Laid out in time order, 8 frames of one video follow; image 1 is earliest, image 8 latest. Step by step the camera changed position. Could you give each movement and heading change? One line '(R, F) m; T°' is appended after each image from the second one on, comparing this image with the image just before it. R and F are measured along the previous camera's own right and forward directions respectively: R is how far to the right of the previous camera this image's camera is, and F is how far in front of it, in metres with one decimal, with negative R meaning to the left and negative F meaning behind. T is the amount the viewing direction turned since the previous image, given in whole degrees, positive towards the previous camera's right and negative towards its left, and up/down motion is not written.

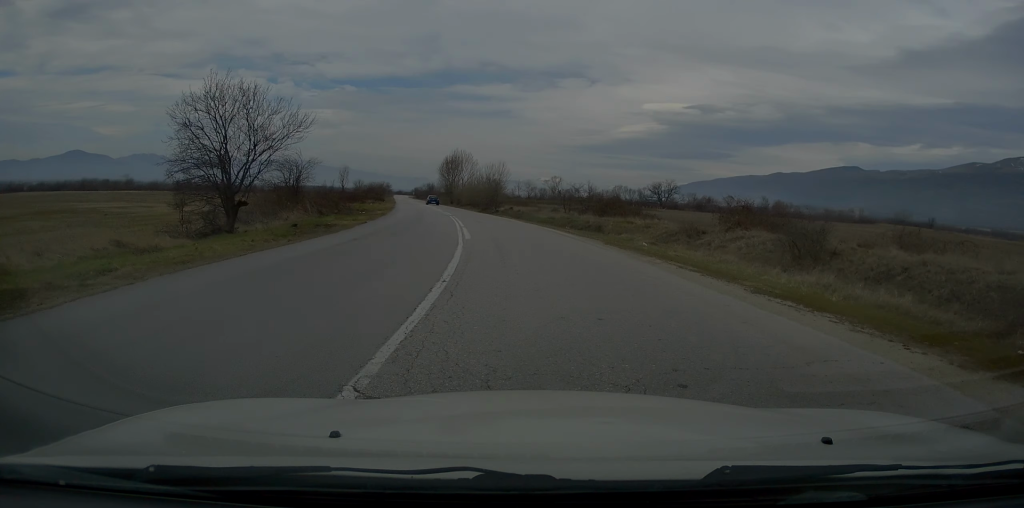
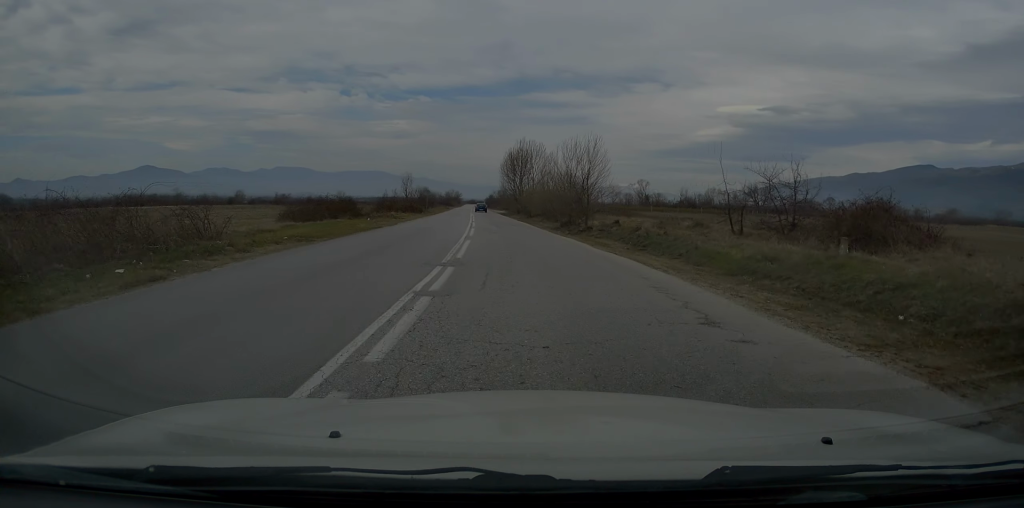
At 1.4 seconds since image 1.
(-1.7, +29.5) m; -6°
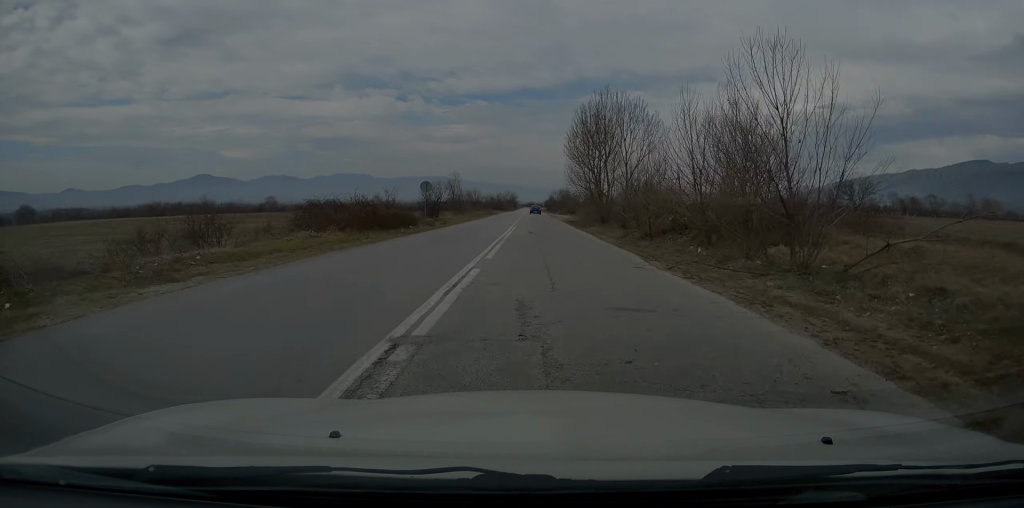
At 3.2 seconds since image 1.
(-1.6, +36.5) m; -4°
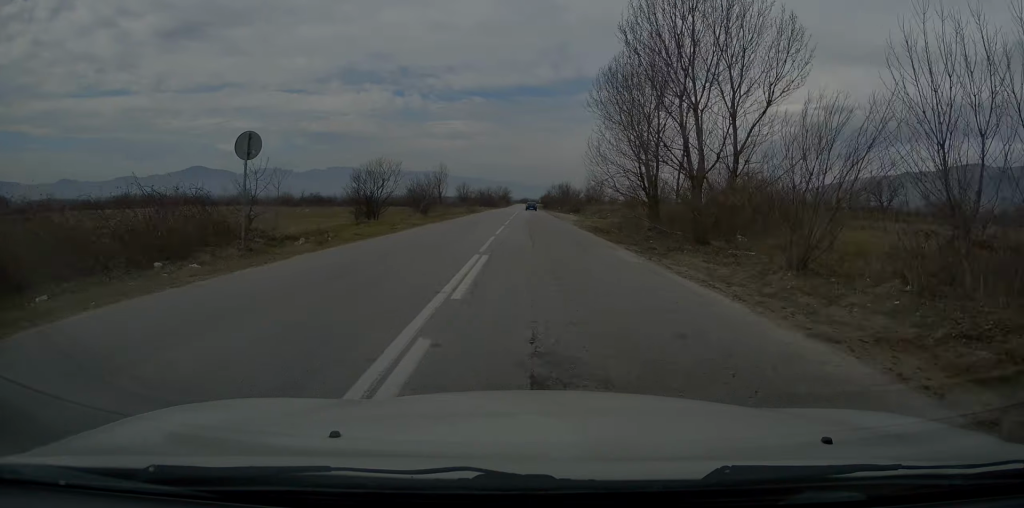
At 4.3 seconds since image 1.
(-0.3, +24.7) m; -1°
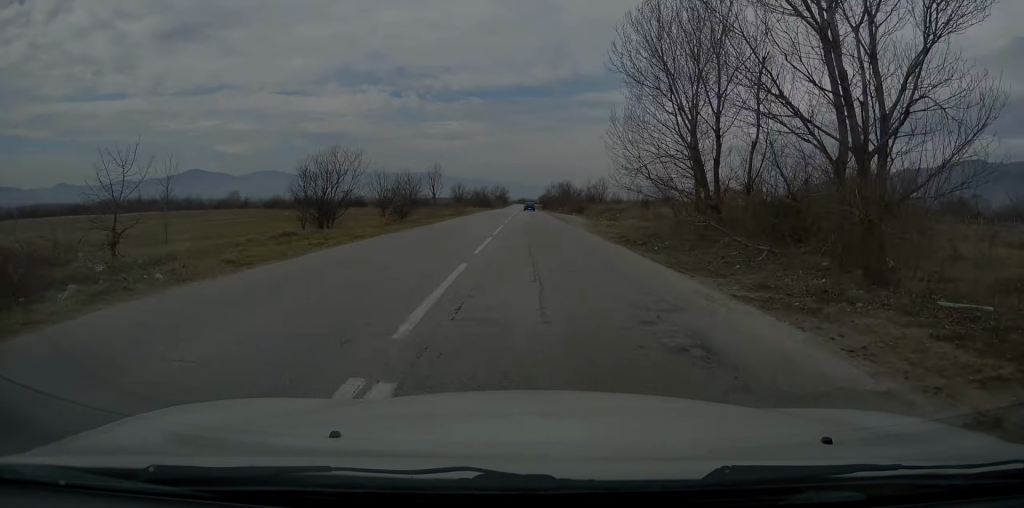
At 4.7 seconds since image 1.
(-0.1, +9.5) m; 0°
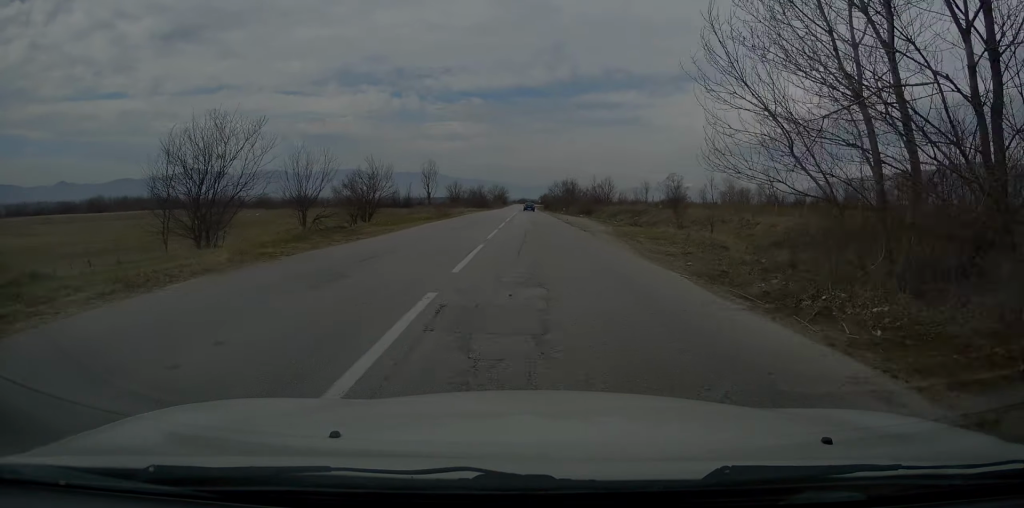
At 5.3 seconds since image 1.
(-0.1, +12.5) m; 0°
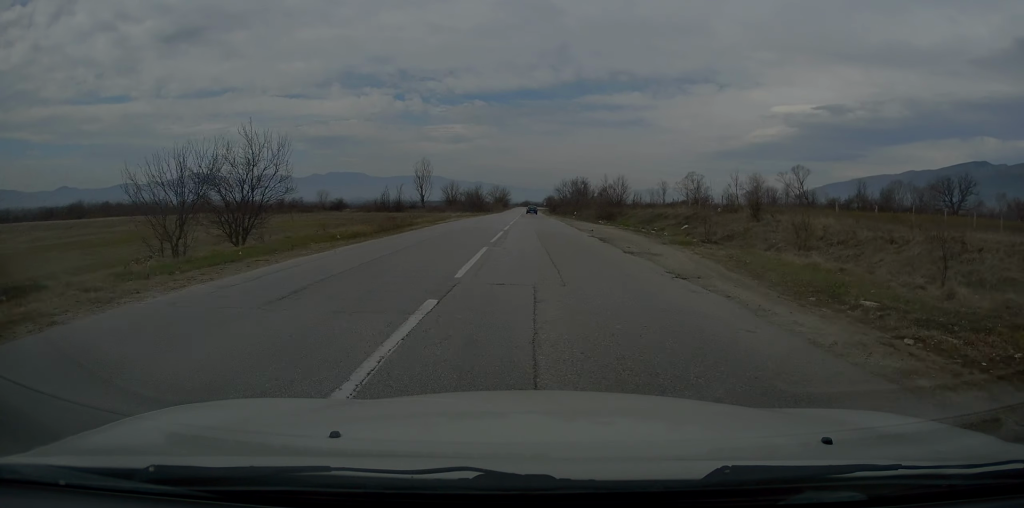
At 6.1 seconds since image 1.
(0.0, +18.5) m; +1°
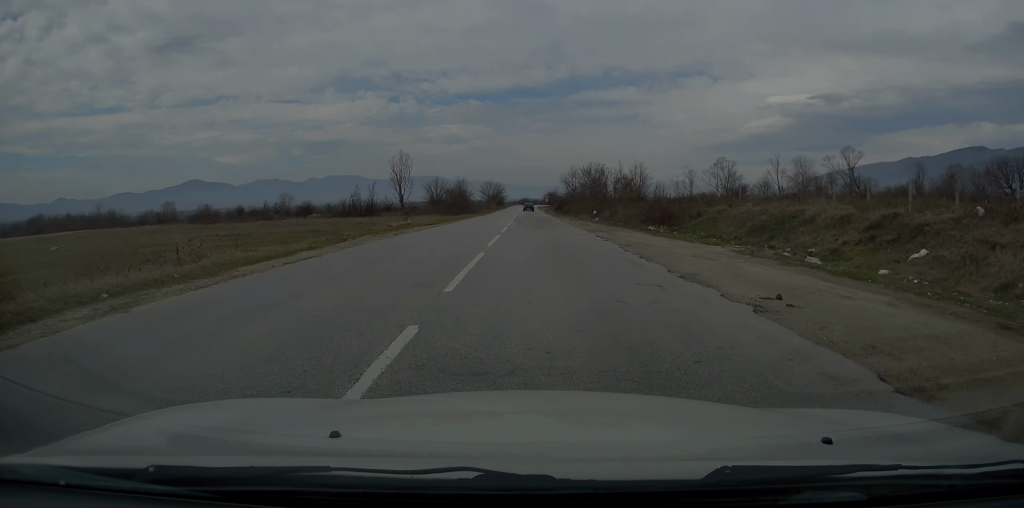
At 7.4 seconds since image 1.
(+0.1, +28.1) m; 0°
